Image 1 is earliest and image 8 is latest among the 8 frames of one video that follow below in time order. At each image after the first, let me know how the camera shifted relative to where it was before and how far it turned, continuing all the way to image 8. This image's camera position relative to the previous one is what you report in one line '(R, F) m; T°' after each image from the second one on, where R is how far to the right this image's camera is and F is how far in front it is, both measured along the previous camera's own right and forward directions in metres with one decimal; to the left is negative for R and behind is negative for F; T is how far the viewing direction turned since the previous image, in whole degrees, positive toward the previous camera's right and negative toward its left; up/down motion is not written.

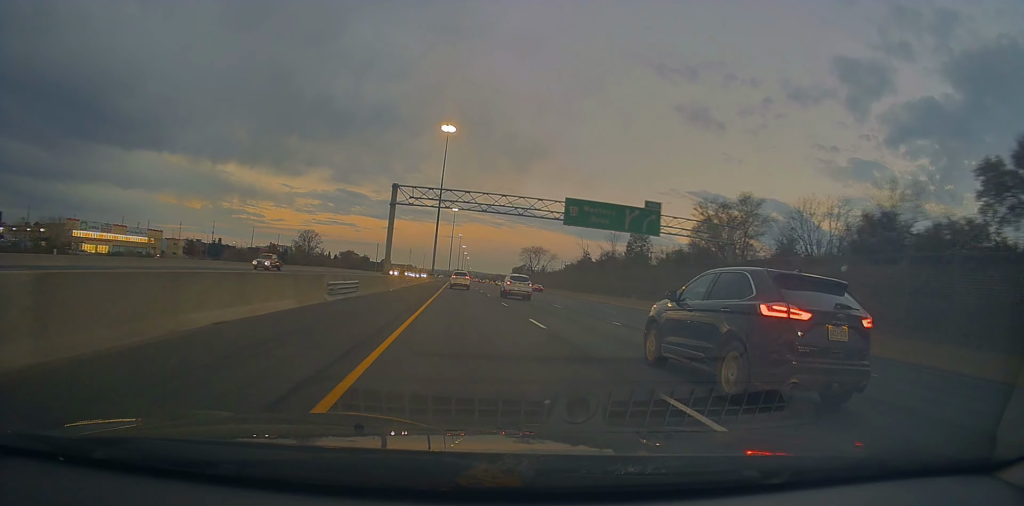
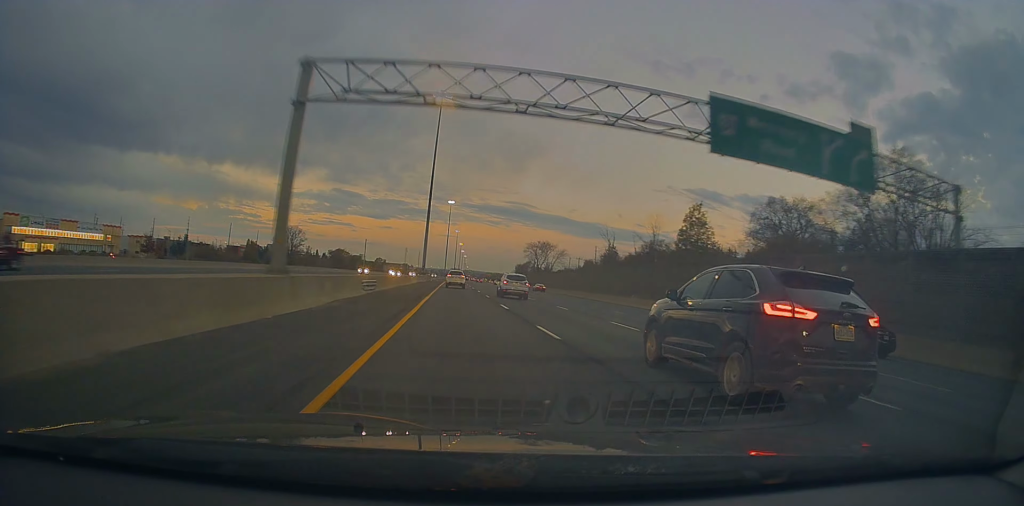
(0.0, +26.2) m; 0°
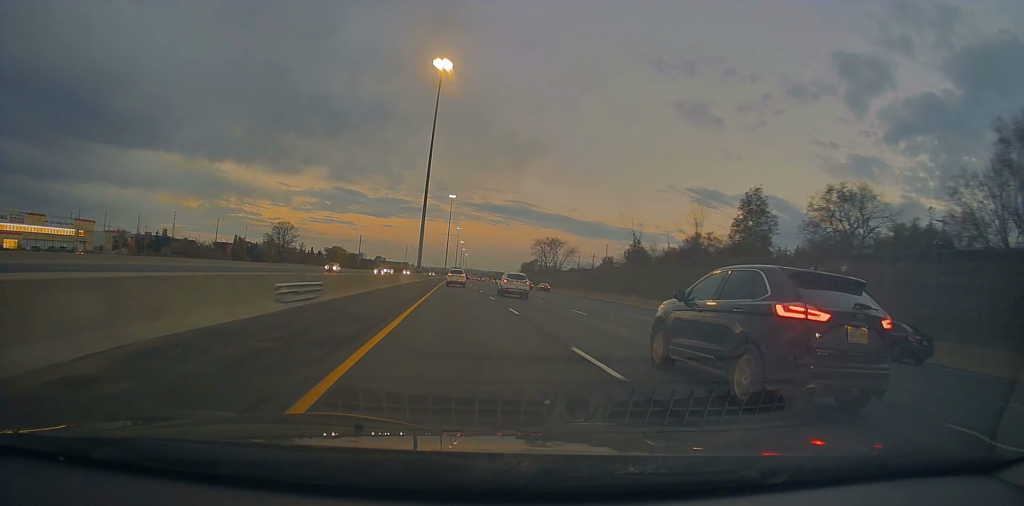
(0.0, +16.0) m; 0°
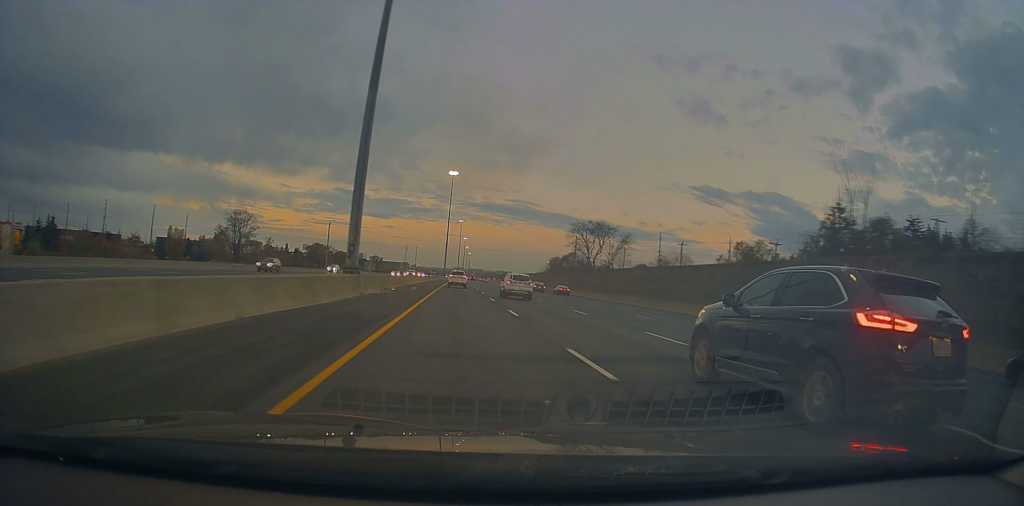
(+0.2, +58.5) m; 0°
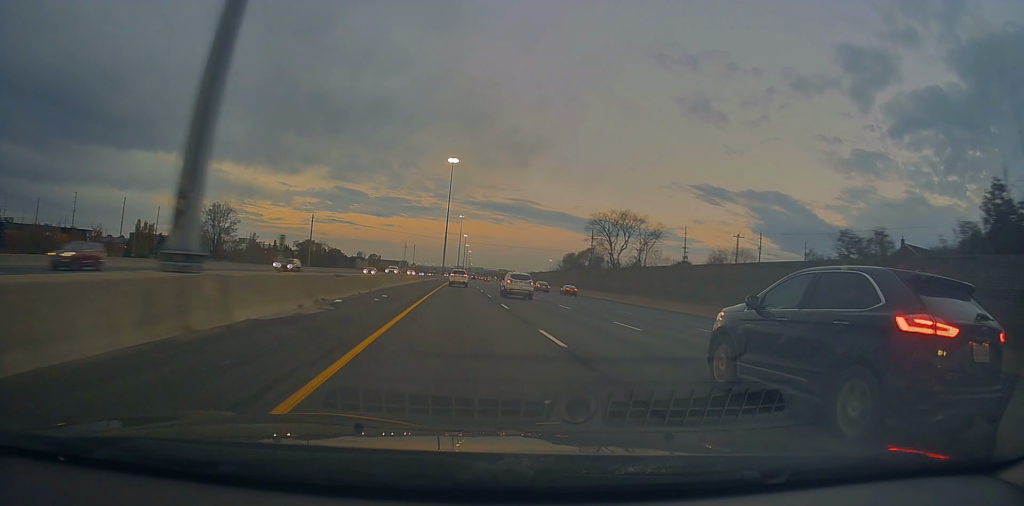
(-0.1, +19.6) m; 0°
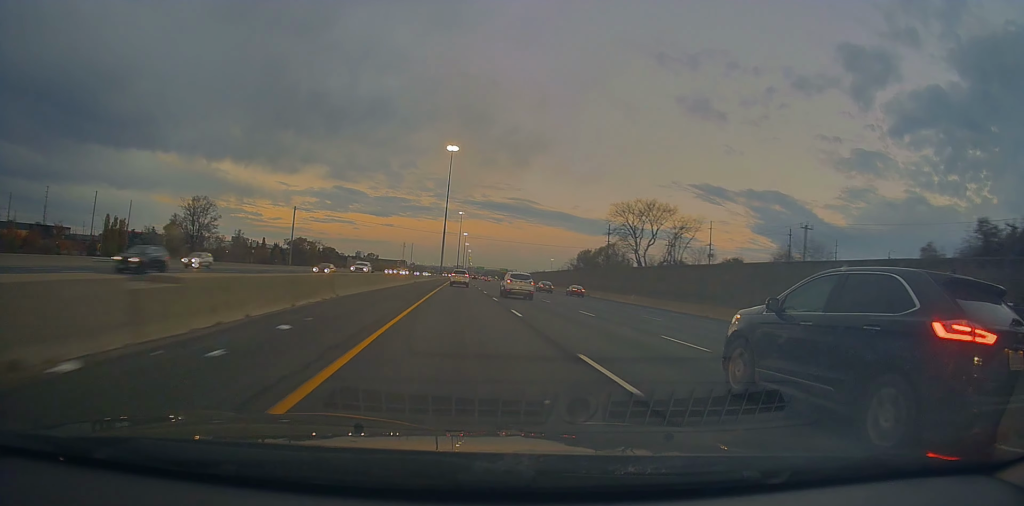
(-0.1, +16.1) m; 0°
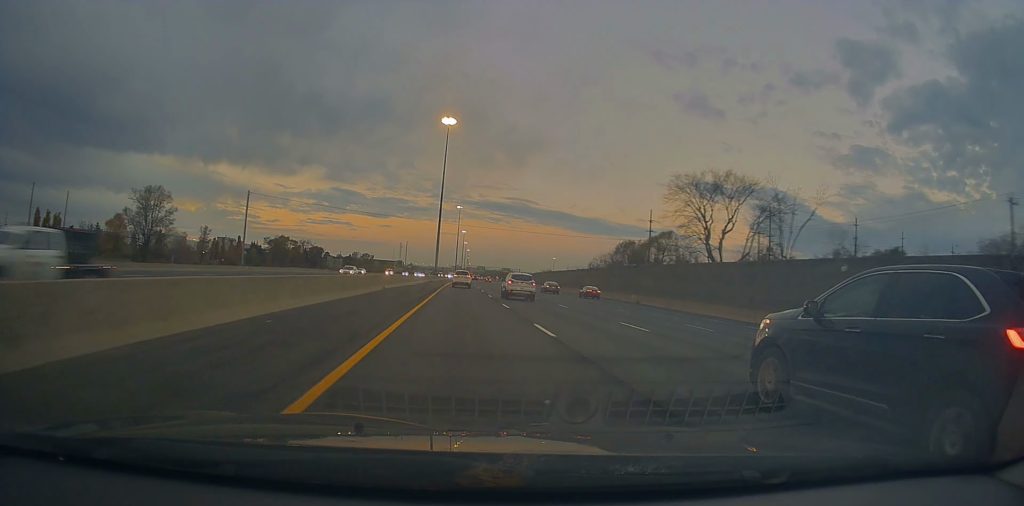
(0.0, +29.0) m; 0°
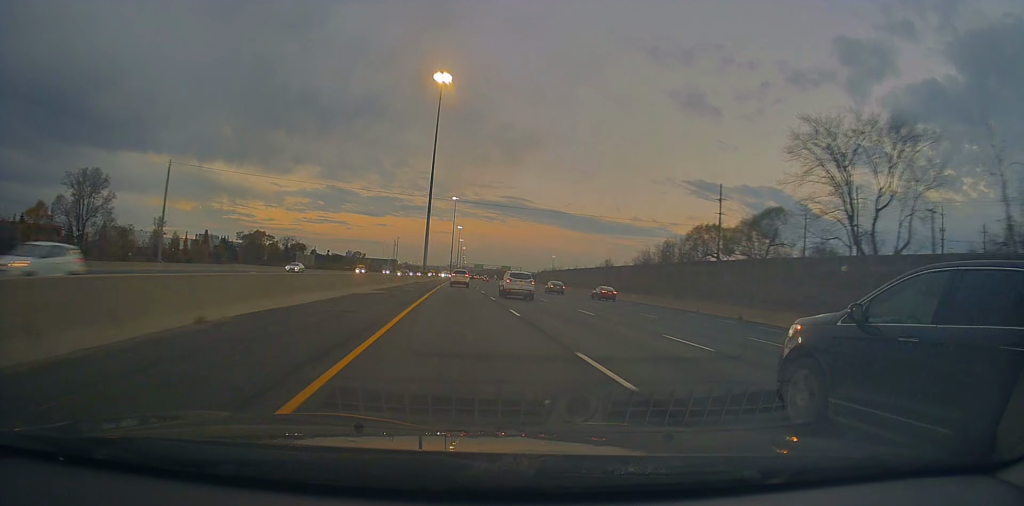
(0.0, +29.1) m; +1°
